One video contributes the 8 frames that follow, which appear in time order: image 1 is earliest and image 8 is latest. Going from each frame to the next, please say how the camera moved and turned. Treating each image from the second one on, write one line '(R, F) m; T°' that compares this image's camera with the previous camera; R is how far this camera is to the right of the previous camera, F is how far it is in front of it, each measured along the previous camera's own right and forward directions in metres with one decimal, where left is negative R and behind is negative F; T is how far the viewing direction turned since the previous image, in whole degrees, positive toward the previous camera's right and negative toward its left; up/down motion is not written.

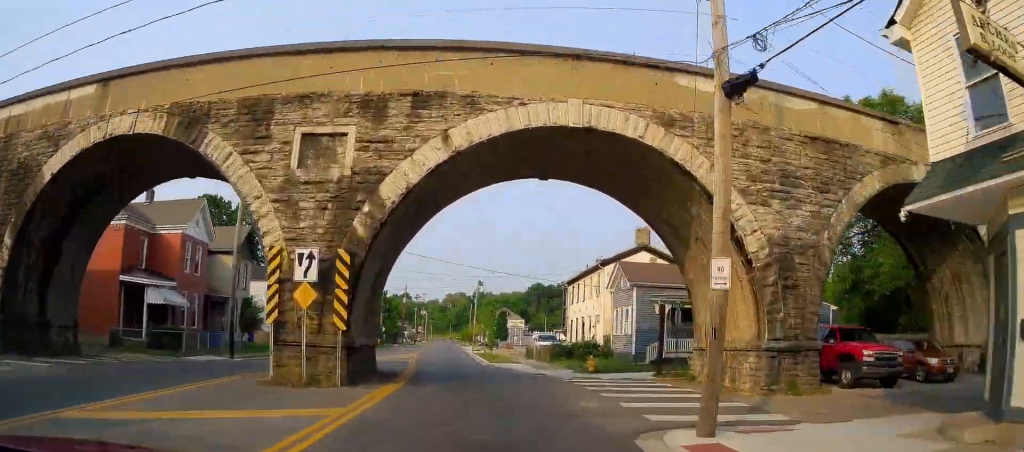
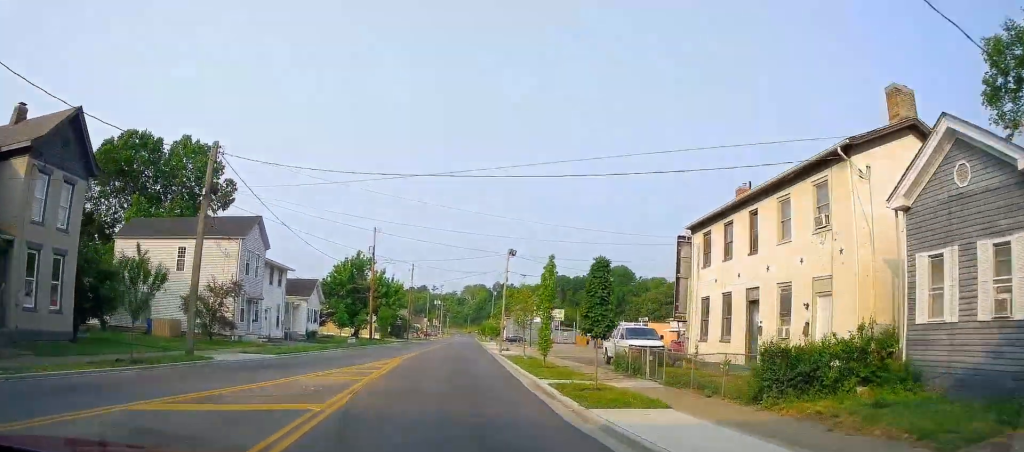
(+0.3, +24.4) m; +2°
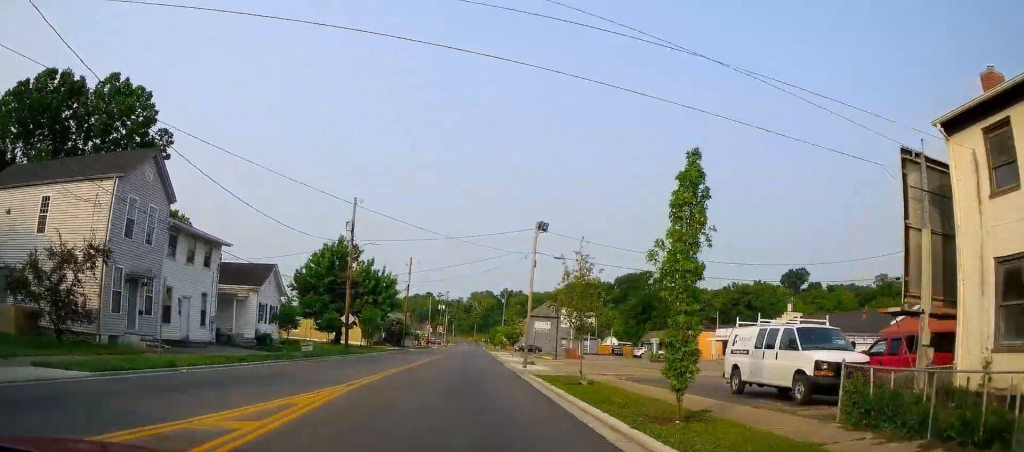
(+0.3, +15.7) m; +1°
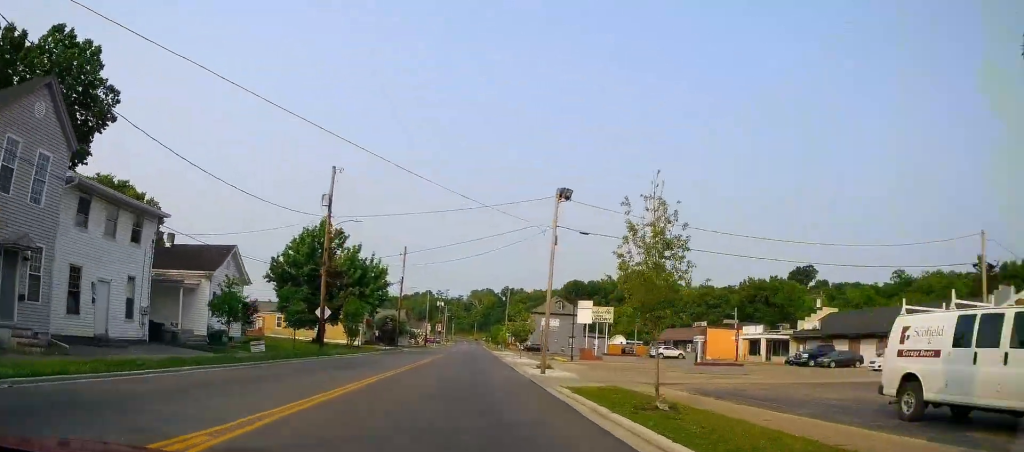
(+0.2, +8.2) m; -1°
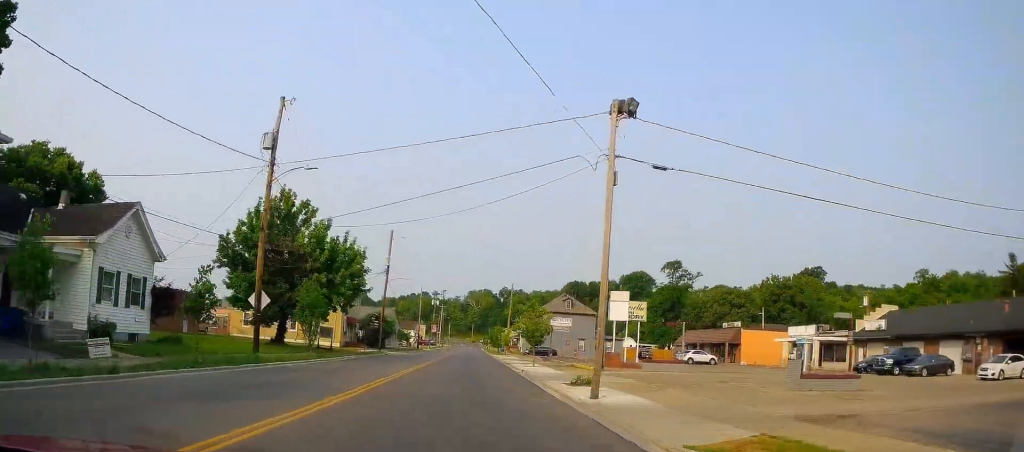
(-0.2, +11.7) m; -1°
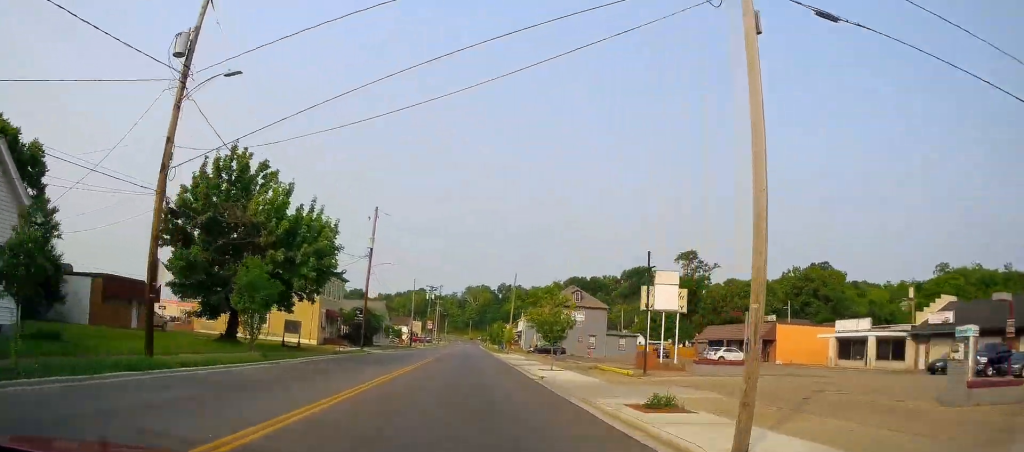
(-0.2, +9.3) m; -1°
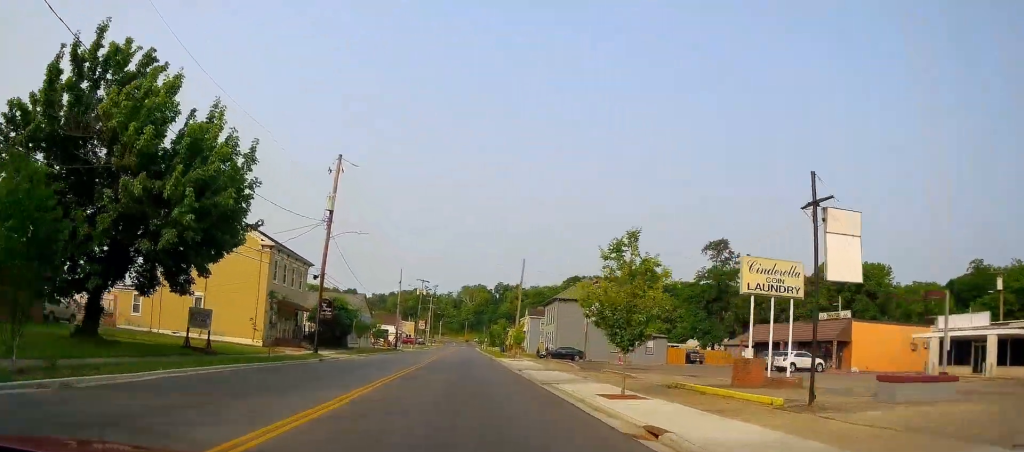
(0.0, +14.5) m; 0°
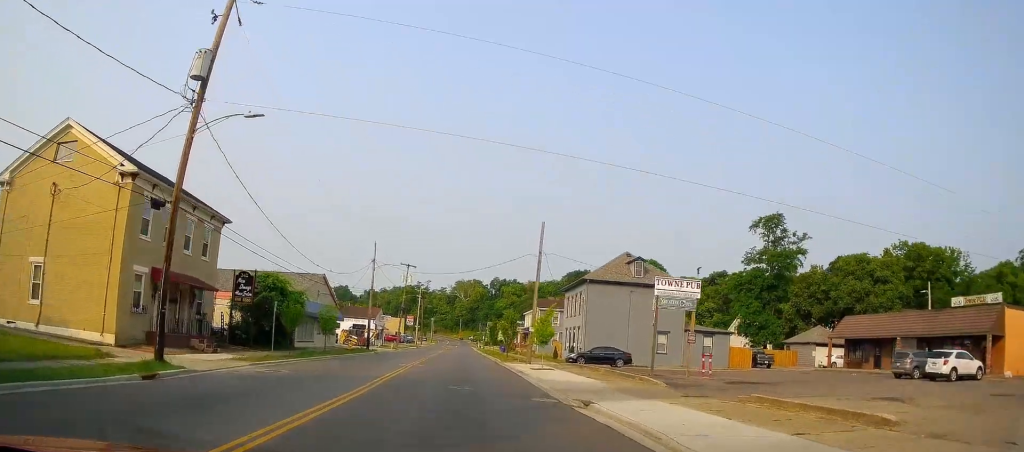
(0.0, +18.6) m; +2°
